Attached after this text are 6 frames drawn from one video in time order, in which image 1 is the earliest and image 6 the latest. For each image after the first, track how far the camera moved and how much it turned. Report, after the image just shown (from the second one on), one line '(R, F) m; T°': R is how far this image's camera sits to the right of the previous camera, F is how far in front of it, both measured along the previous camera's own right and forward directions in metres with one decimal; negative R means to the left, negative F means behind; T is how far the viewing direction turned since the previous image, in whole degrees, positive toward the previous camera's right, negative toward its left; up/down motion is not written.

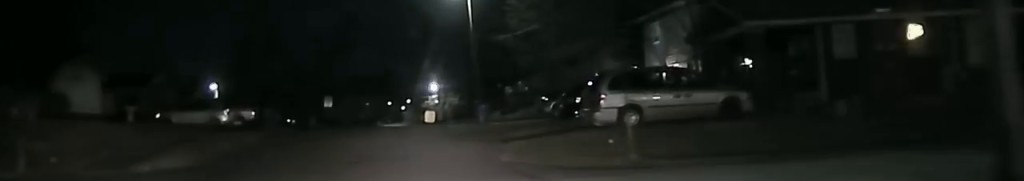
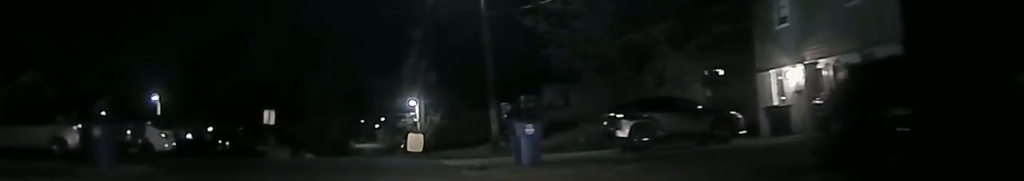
(-0.9, +20.9) m; -2°
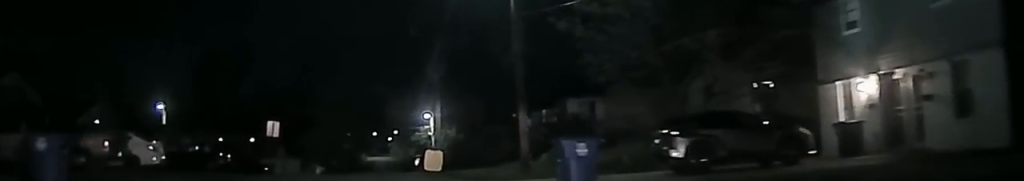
(+0.1, +4.7) m; +1°
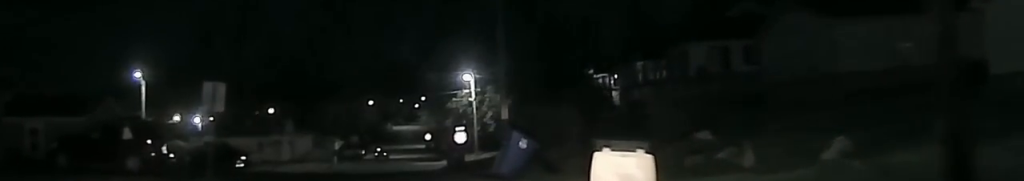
(-0.4, +23.1) m; -4°
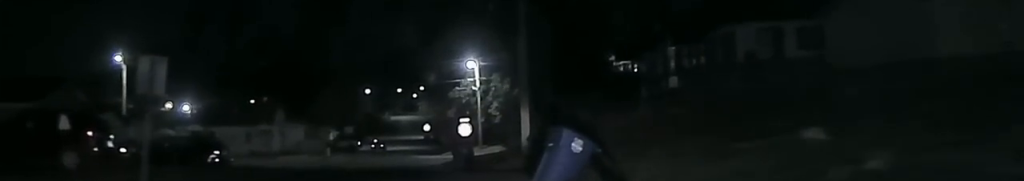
(0.0, +5.6) m; 0°
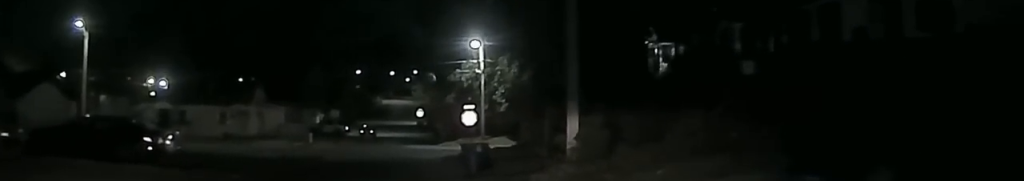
(0.0, +8.7) m; 0°
